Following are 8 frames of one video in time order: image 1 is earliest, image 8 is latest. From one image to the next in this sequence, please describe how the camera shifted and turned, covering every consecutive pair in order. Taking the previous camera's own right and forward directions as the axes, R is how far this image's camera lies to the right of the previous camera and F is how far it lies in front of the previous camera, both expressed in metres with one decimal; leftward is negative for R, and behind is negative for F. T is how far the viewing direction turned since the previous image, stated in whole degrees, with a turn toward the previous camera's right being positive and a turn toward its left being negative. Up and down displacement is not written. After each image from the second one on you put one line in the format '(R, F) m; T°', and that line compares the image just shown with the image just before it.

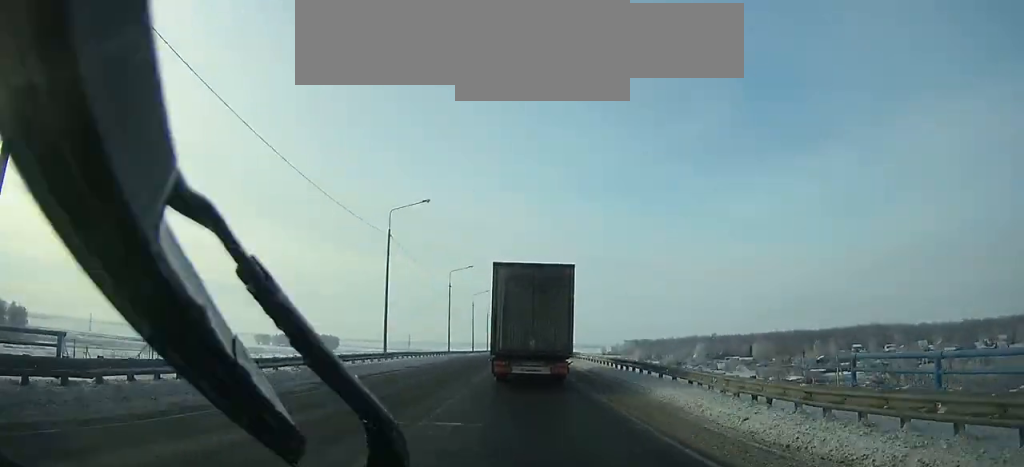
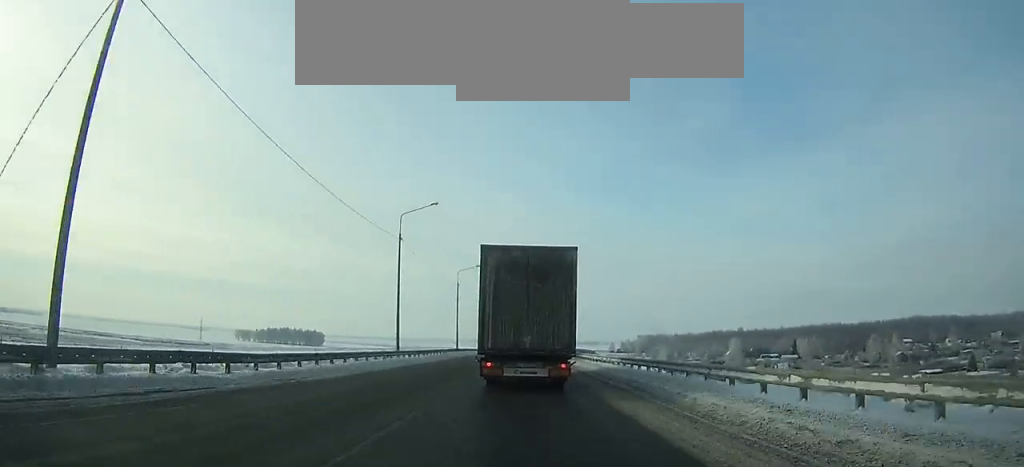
(+0.2, +64.6) m; 0°
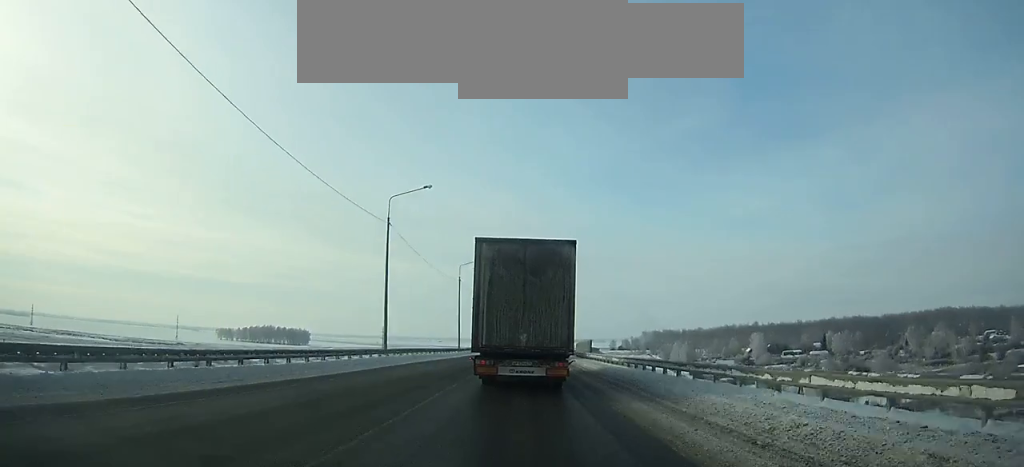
(+0.1, +40.6) m; +1°
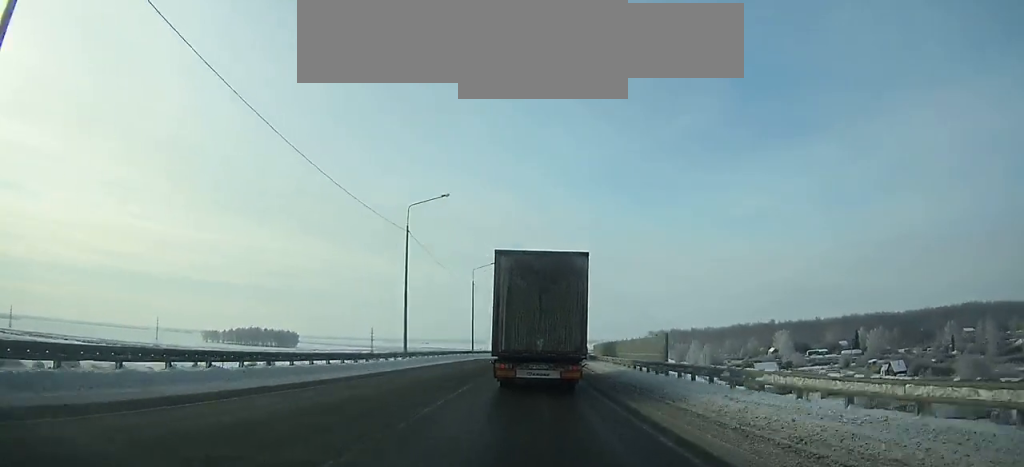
(+0.2, +35.0) m; +1°
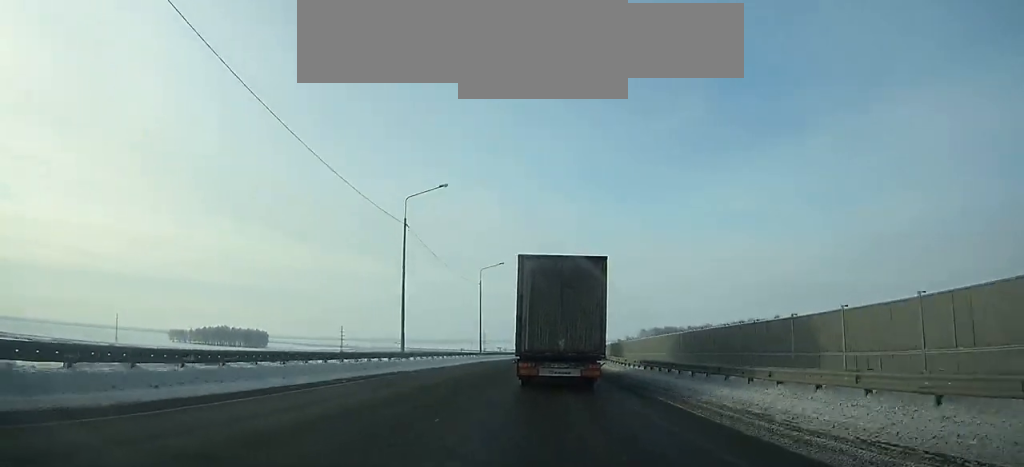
(+0.4, +38.0) m; +2°
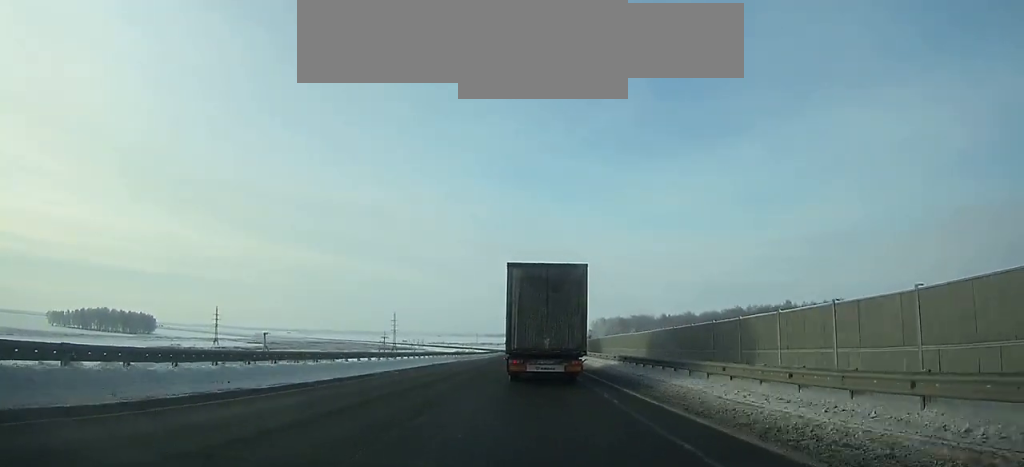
(+5.2, +107.2) m; +4°
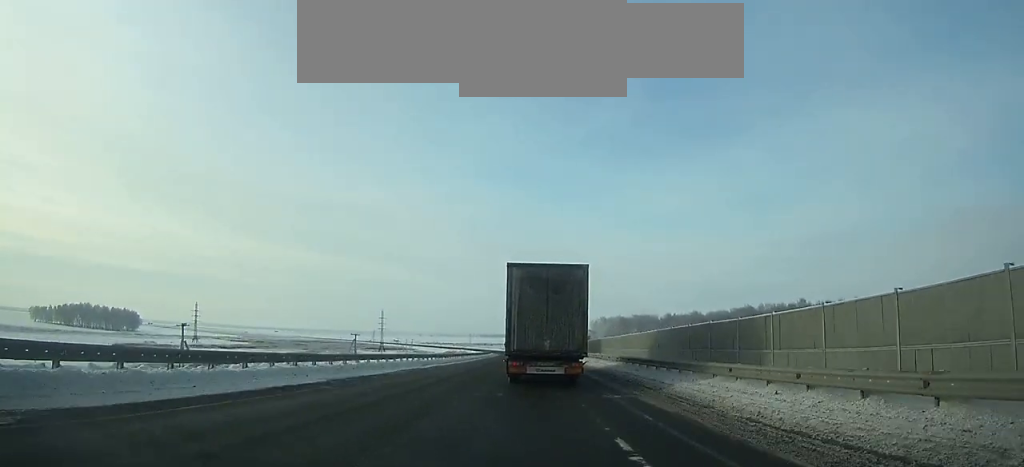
(+0.1, +20.2) m; 0°
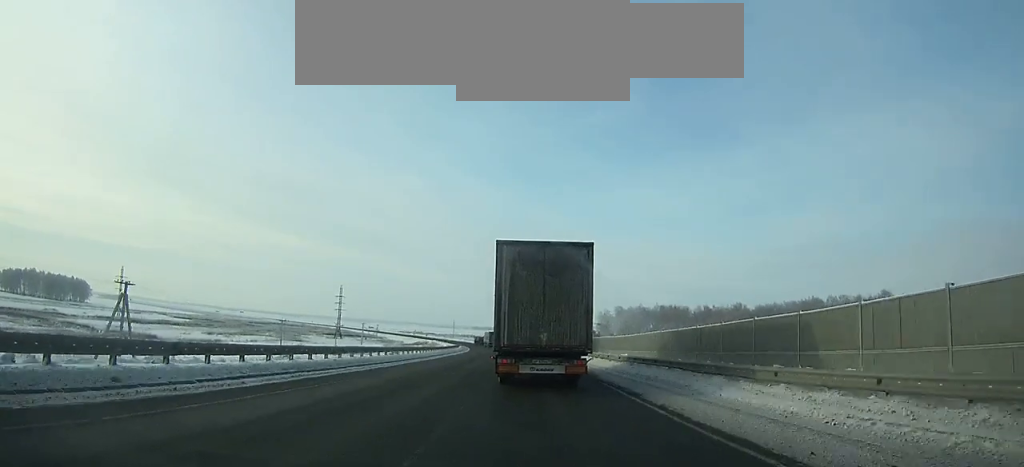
(+0.3, +68.3) m; -1°
